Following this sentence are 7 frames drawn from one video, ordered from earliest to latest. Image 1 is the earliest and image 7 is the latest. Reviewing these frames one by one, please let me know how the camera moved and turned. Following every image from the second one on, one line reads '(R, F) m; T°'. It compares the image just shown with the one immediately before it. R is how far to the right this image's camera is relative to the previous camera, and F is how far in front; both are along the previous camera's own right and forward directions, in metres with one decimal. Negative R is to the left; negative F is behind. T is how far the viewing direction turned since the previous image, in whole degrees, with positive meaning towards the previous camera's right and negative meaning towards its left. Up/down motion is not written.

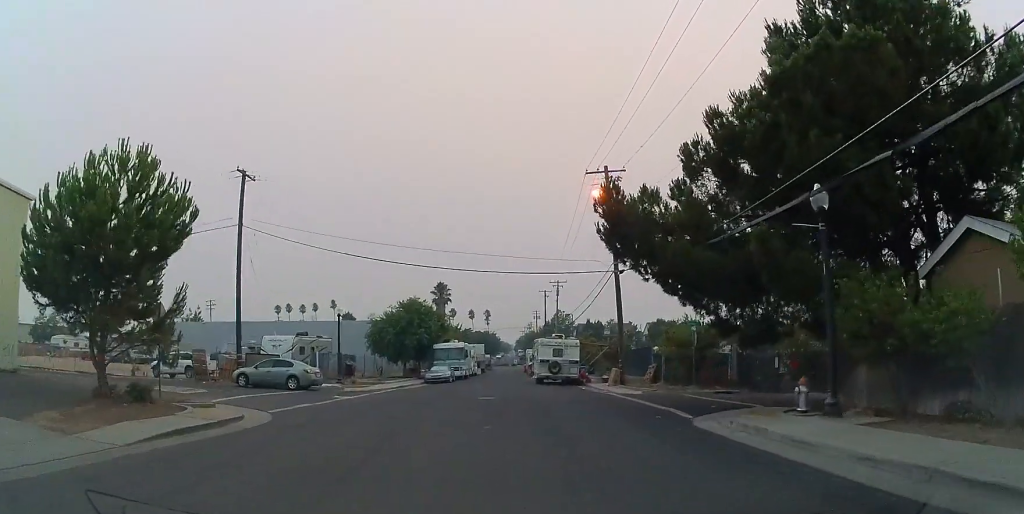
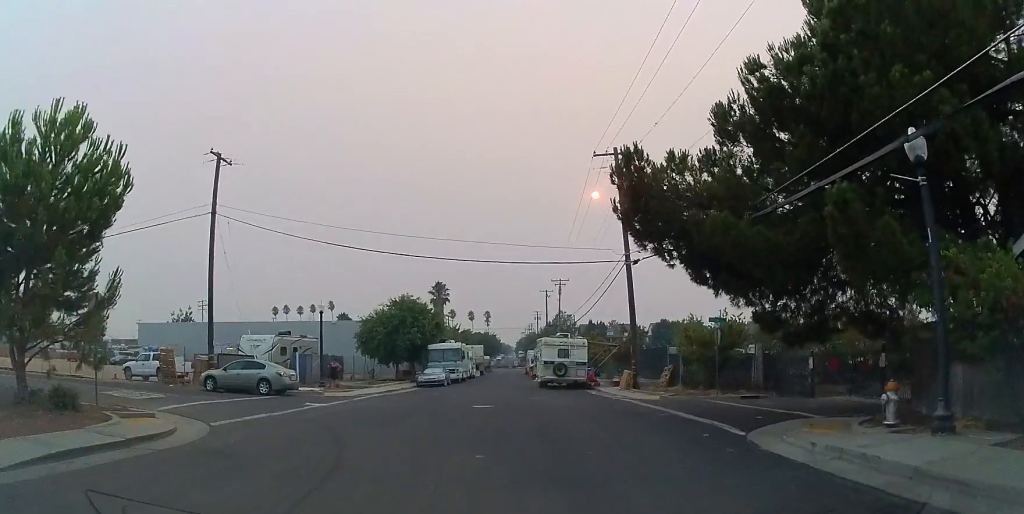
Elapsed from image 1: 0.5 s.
(0.0, +3.6) m; 0°
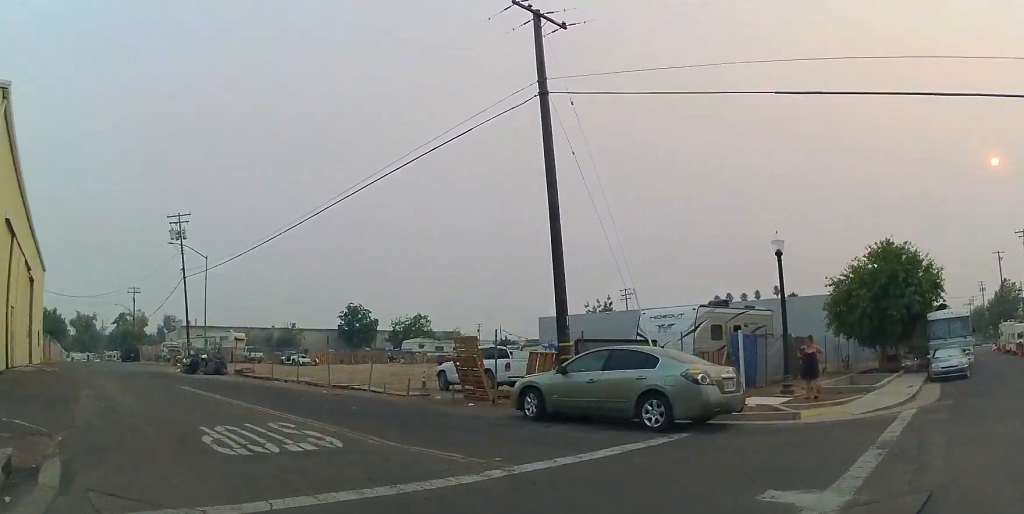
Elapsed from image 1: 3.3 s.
(-3.4, +15.2) m; -41°
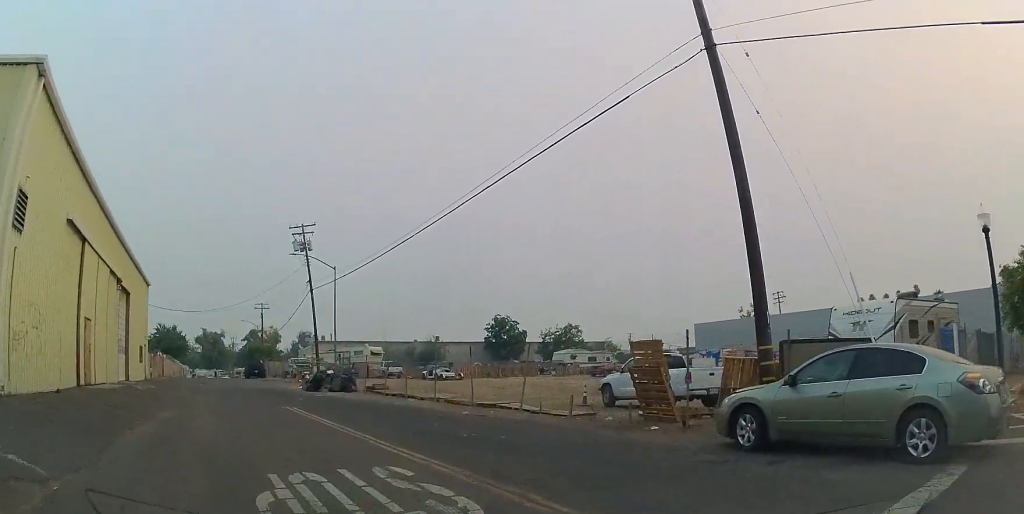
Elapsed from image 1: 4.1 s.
(-0.7, +3.2) m; -17°
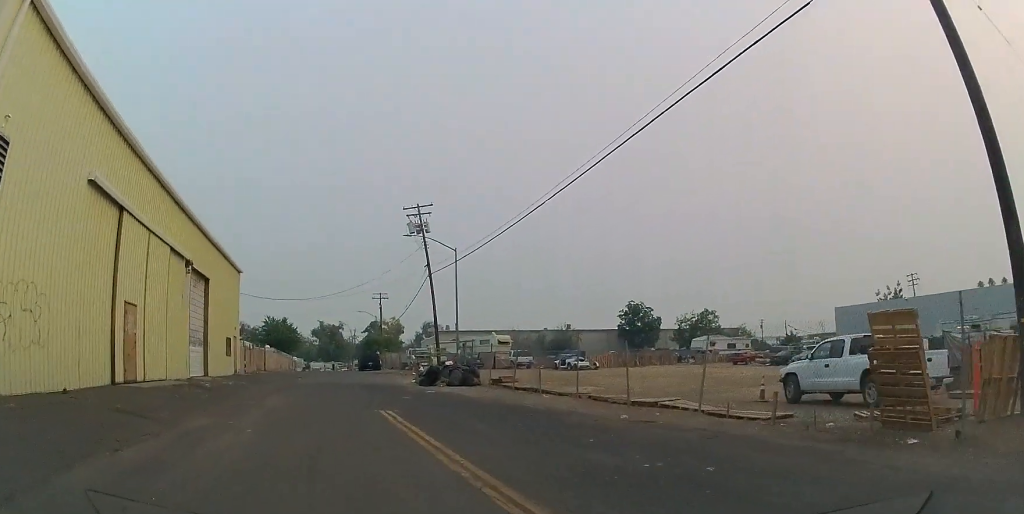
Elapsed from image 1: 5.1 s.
(-0.8, +4.1) m; -15°
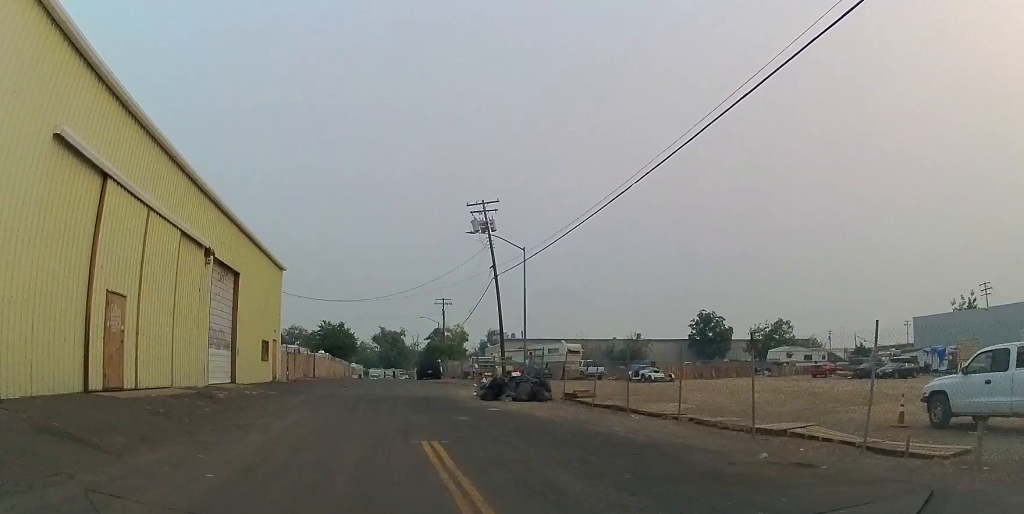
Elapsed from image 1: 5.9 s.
(-0.3, +3.6) m; -5°
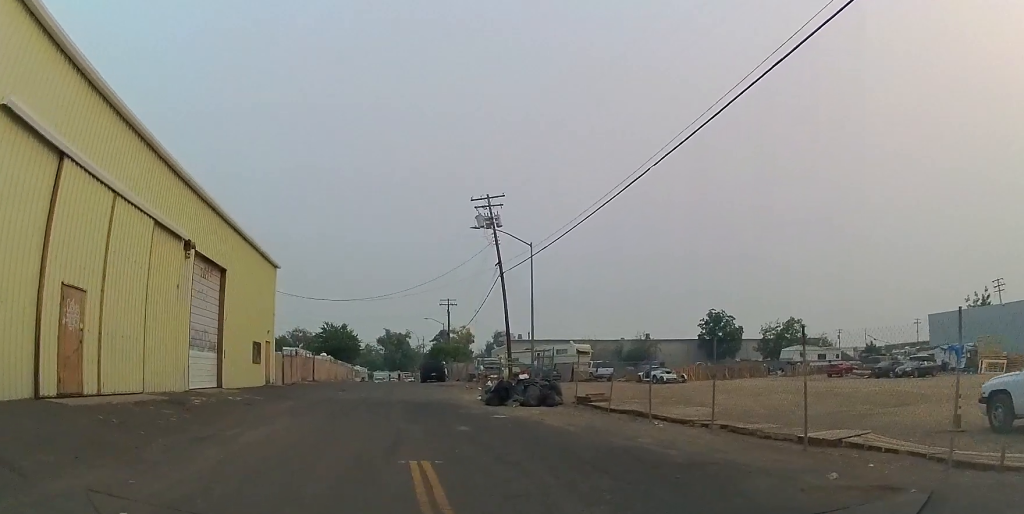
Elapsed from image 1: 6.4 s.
(0.0, +1.8) m; -1°
